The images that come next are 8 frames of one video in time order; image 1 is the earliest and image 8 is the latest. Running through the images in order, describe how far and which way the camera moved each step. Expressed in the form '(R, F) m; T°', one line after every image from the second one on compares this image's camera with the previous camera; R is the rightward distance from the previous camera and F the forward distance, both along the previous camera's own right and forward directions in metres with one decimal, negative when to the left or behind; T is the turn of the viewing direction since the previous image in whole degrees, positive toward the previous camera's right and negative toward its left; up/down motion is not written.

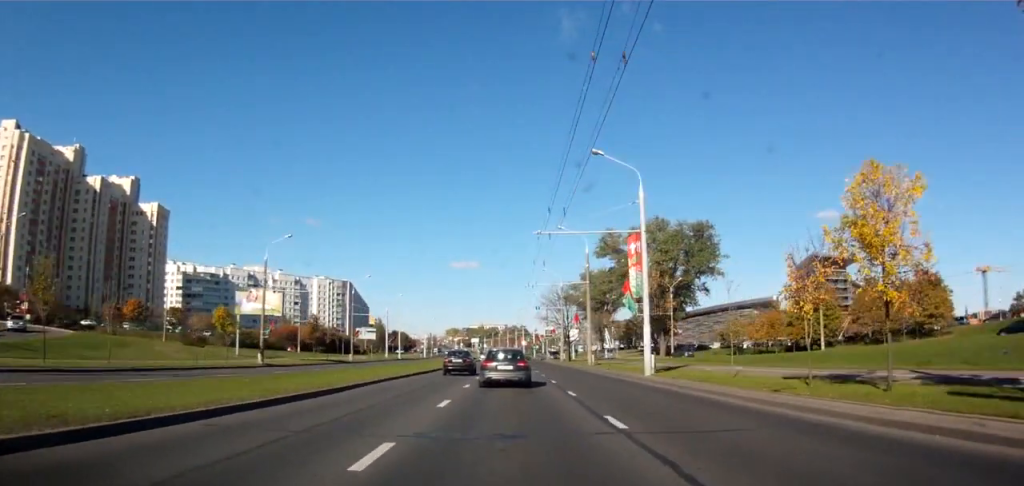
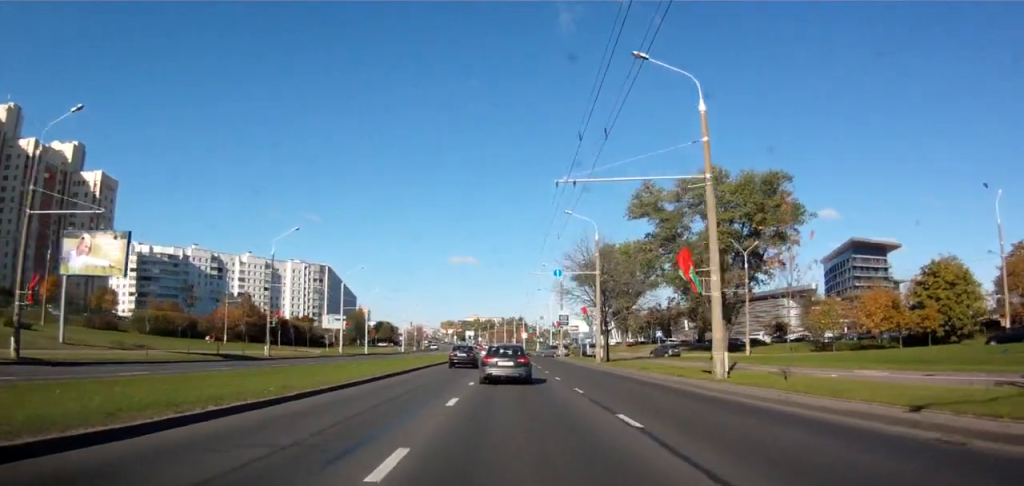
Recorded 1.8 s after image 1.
(-0.1, +32.0) m; 0°
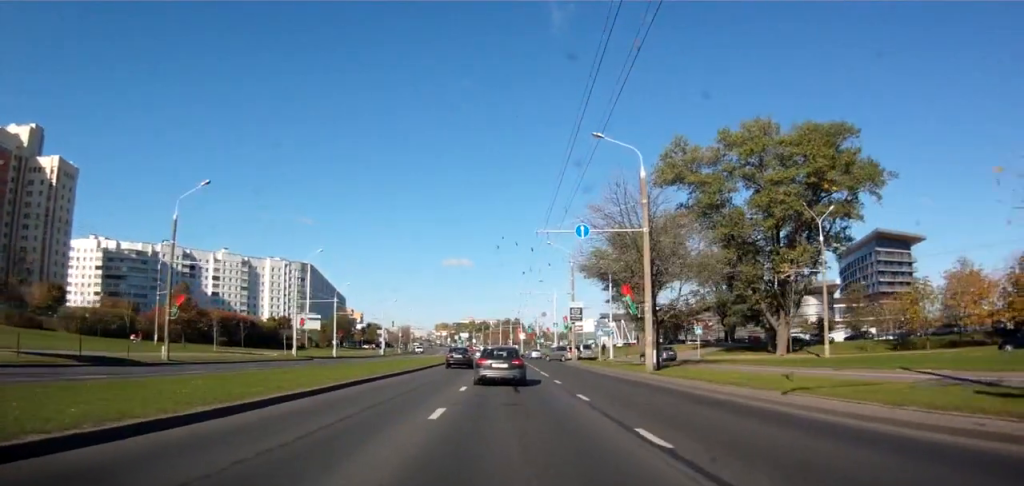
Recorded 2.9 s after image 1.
(+0.1, +18.6) m; 0°
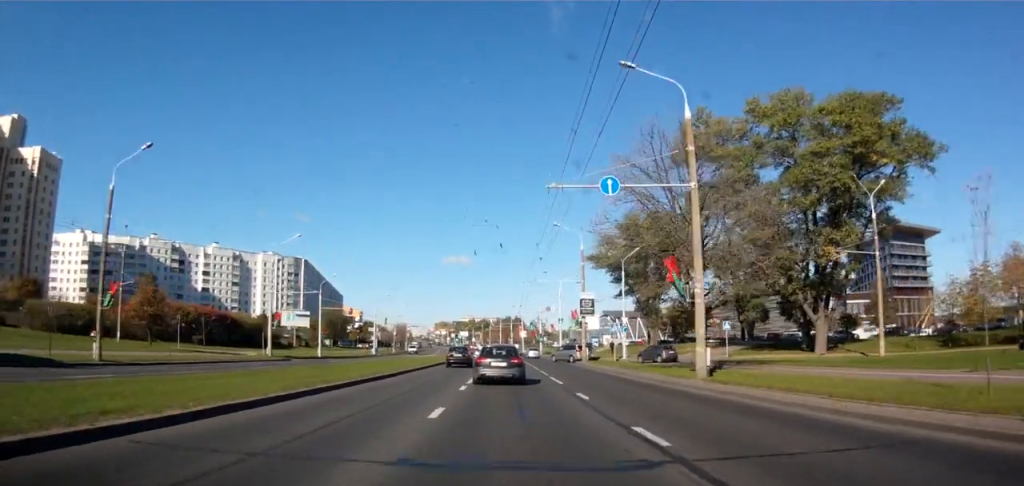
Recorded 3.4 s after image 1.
(0.0, +8.2) m; 0°
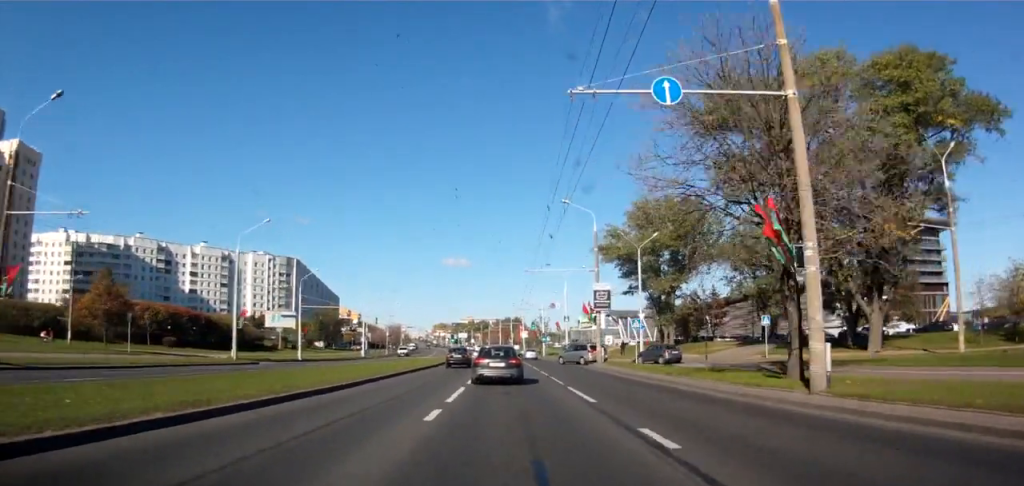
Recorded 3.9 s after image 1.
(0.0, +8.2) m; 0°
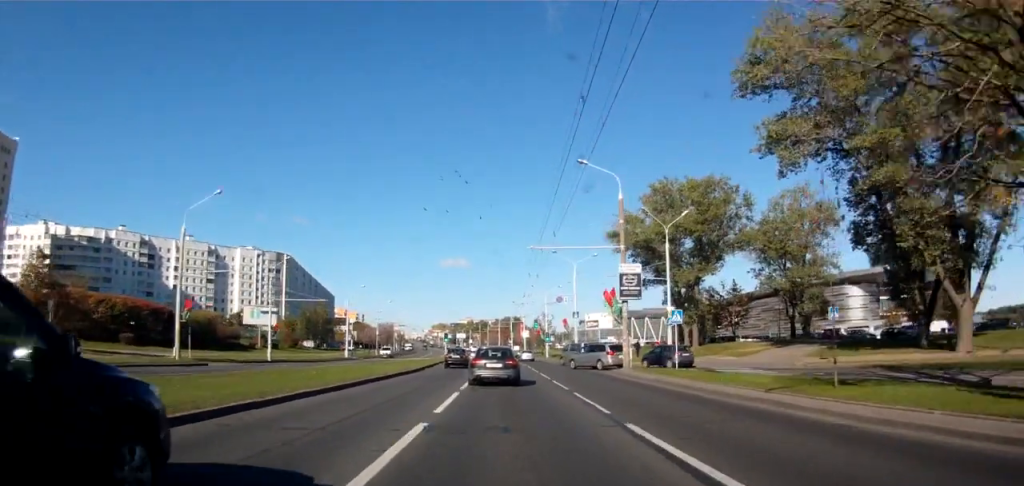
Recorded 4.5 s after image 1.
(0.0, +10.2) m; 0°
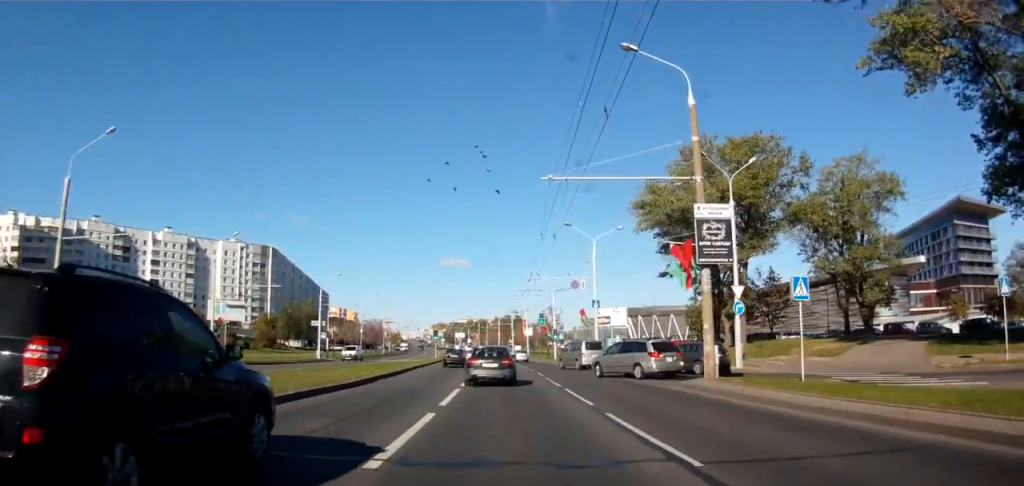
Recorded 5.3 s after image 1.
(+0.1, +14.3) m; 0°
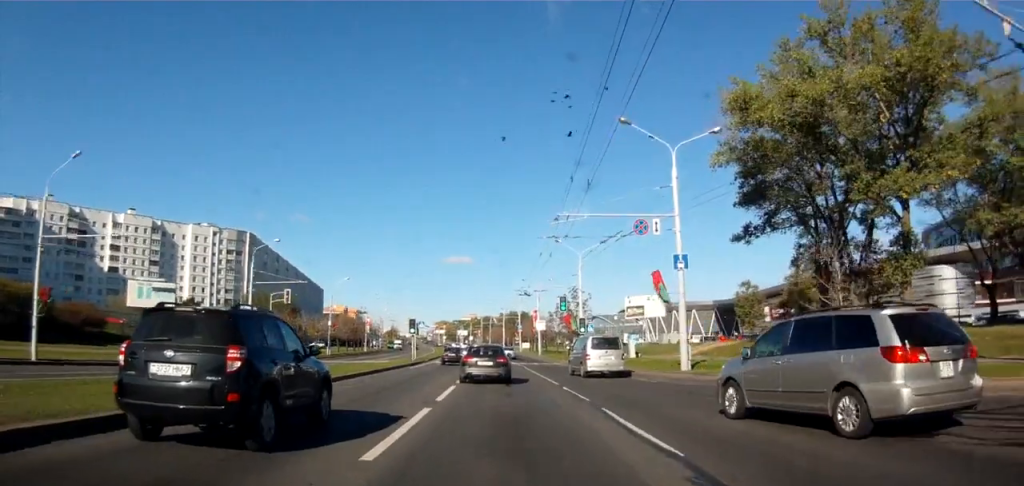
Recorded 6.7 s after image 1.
(-0.3, +23.8) m; 0°
